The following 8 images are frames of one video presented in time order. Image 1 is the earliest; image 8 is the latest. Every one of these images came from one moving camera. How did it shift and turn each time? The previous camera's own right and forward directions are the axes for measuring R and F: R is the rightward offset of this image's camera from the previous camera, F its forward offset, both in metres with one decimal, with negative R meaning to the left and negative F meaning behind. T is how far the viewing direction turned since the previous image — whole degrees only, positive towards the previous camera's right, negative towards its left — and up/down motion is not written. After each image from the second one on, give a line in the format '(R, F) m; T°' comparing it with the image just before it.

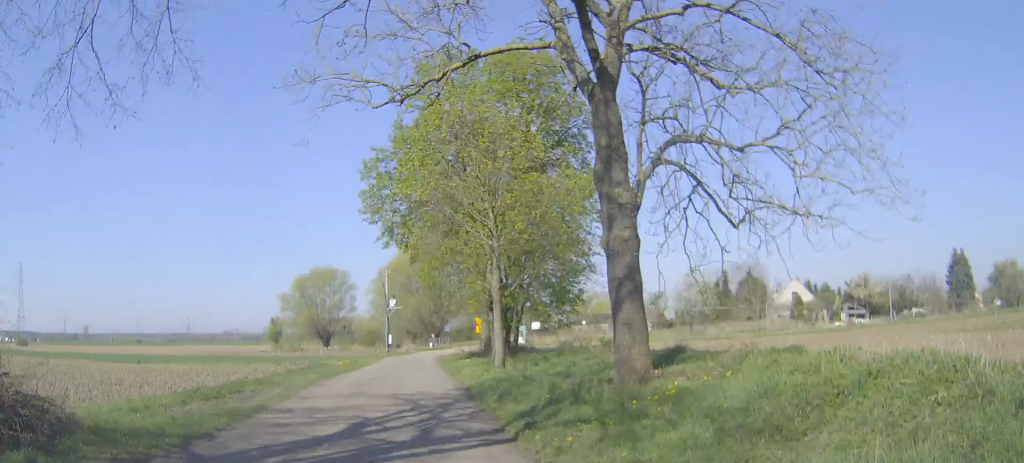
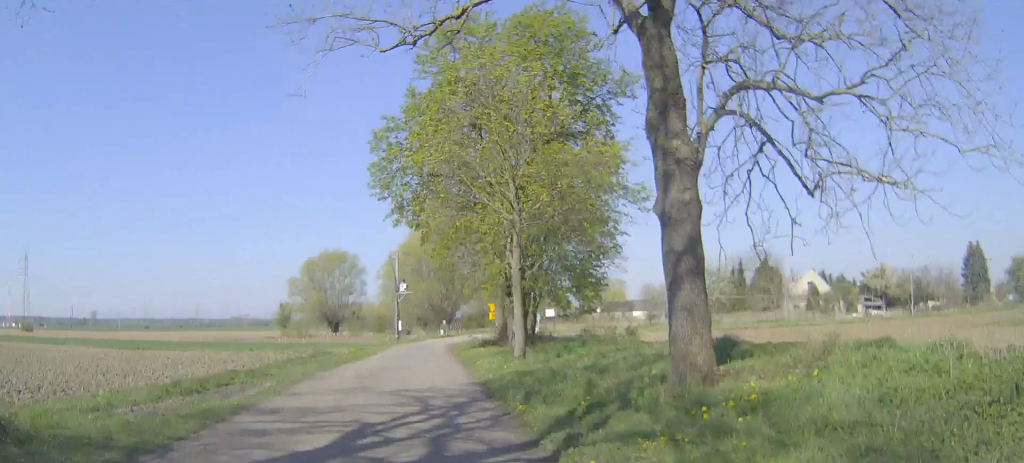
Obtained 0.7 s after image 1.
(0.0, +2.6) m; -2°
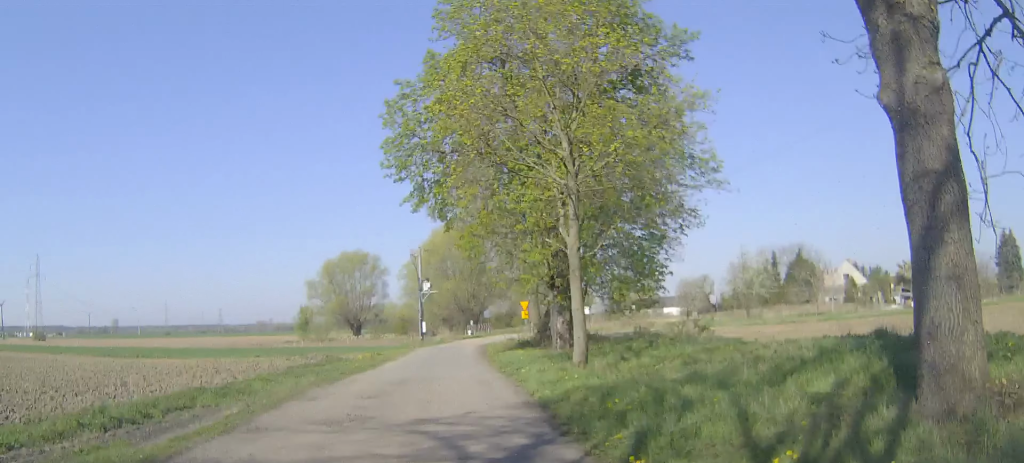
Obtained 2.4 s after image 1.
(-0.2, +5.5) m; -3°
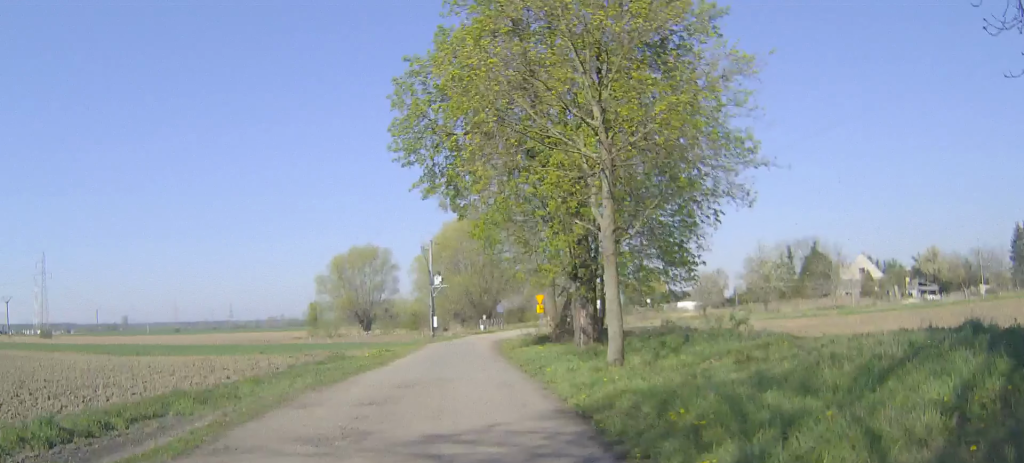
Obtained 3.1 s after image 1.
(0.0, +2.1) m; +1°
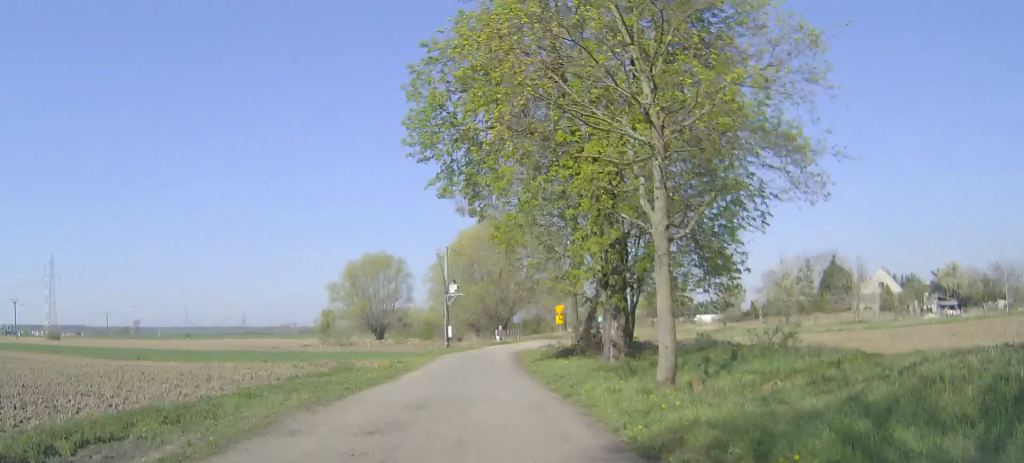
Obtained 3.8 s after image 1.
(+0.1, +2.2) m; +1°
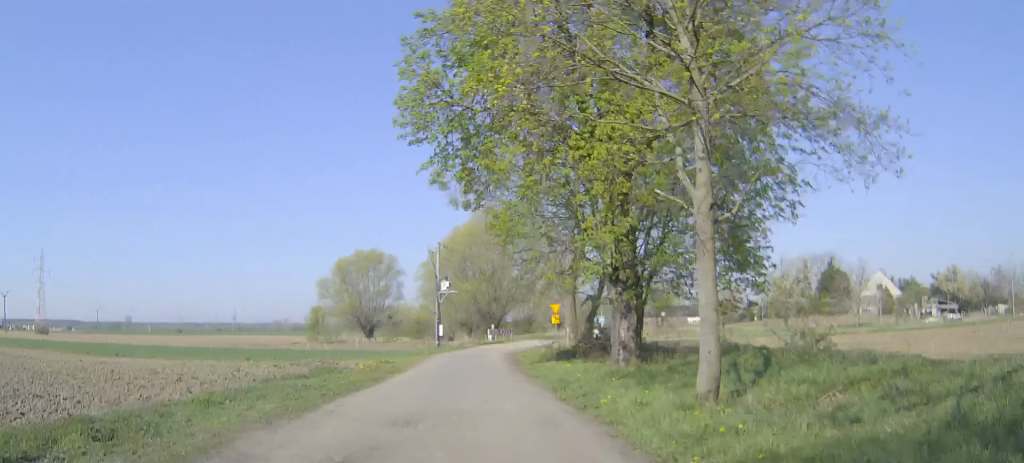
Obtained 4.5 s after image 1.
(0.0, +2.2) m; -1°
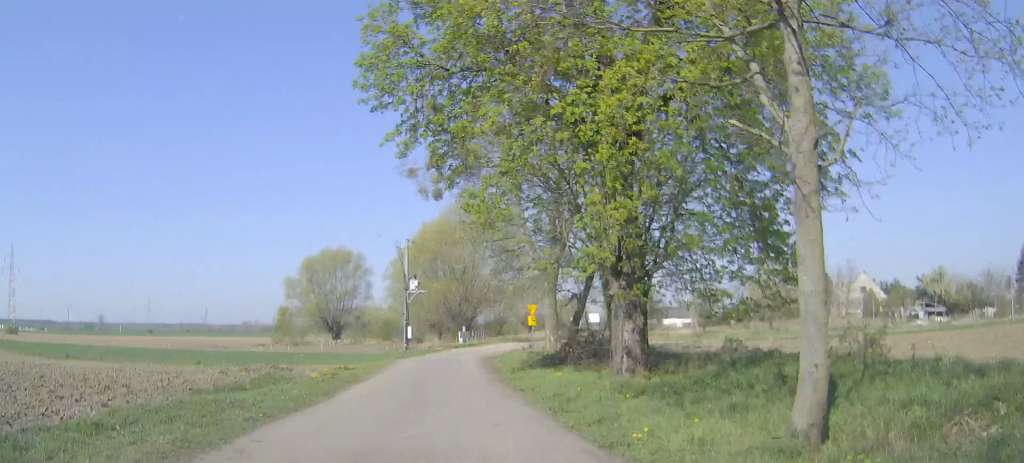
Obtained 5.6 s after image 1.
(-0.1, +3.6) m; +1°
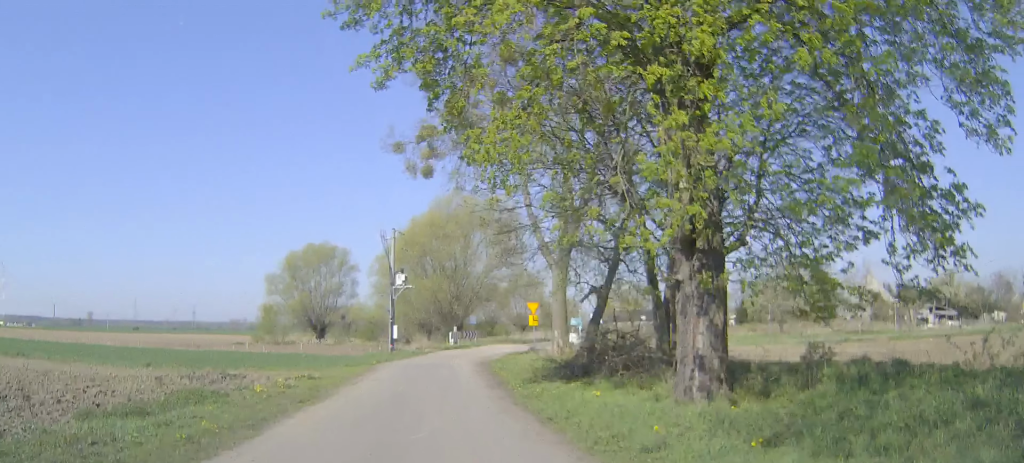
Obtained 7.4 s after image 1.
(+0.1, +5.5) m; +1°
